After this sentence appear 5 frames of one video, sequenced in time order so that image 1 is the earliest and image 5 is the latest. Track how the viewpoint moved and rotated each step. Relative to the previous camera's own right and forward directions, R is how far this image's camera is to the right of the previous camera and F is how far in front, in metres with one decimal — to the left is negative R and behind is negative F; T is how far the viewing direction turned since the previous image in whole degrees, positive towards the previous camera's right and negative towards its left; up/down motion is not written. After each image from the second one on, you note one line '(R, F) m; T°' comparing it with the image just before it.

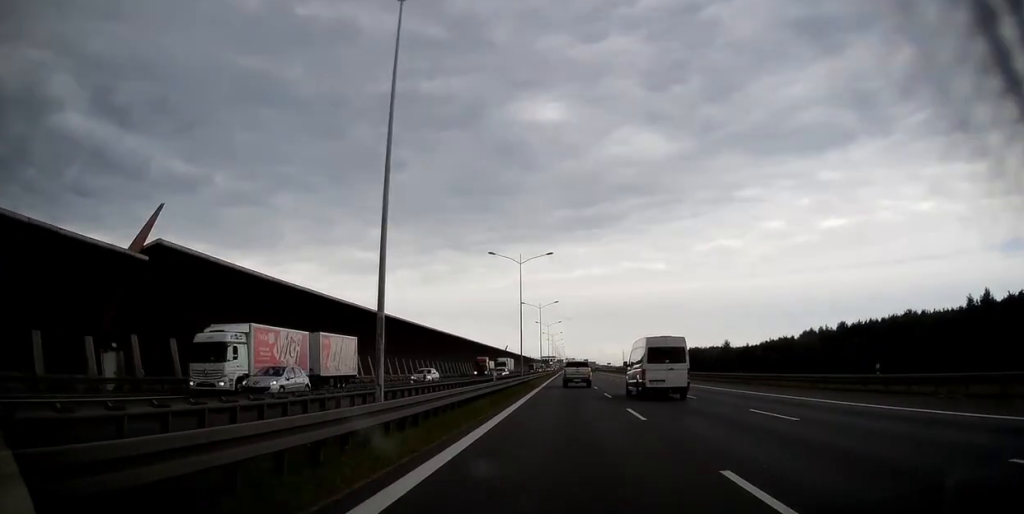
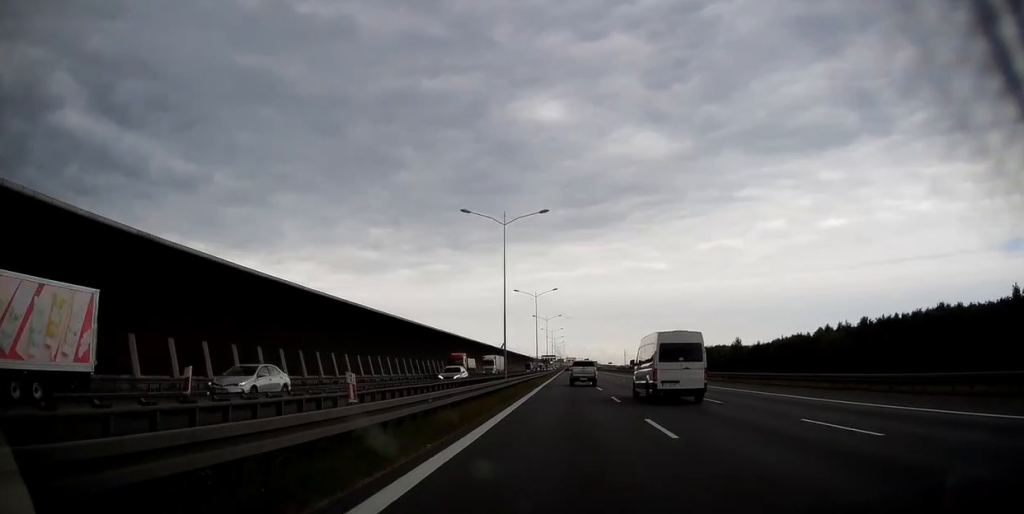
(+0.1, +16.3) m; 0°
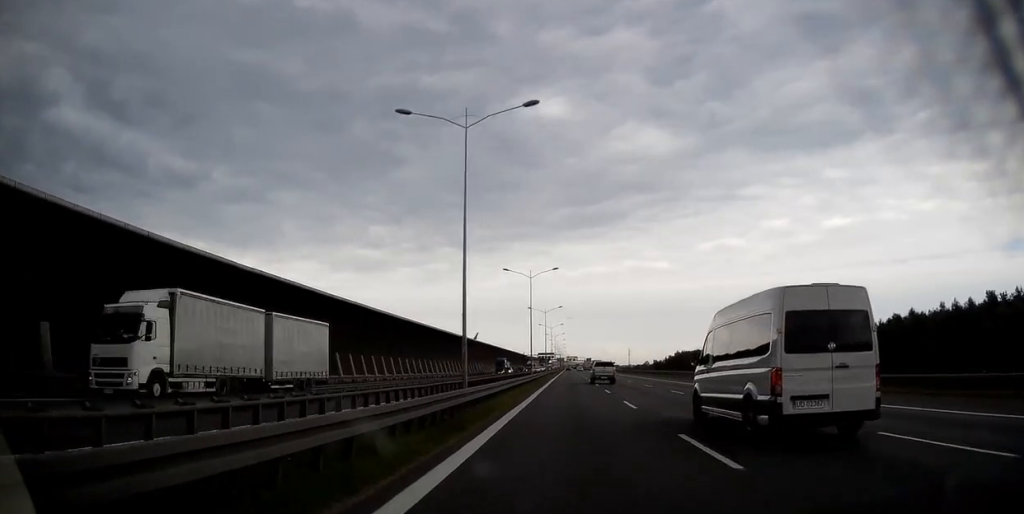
(-0.1, +62.2) m; 0°
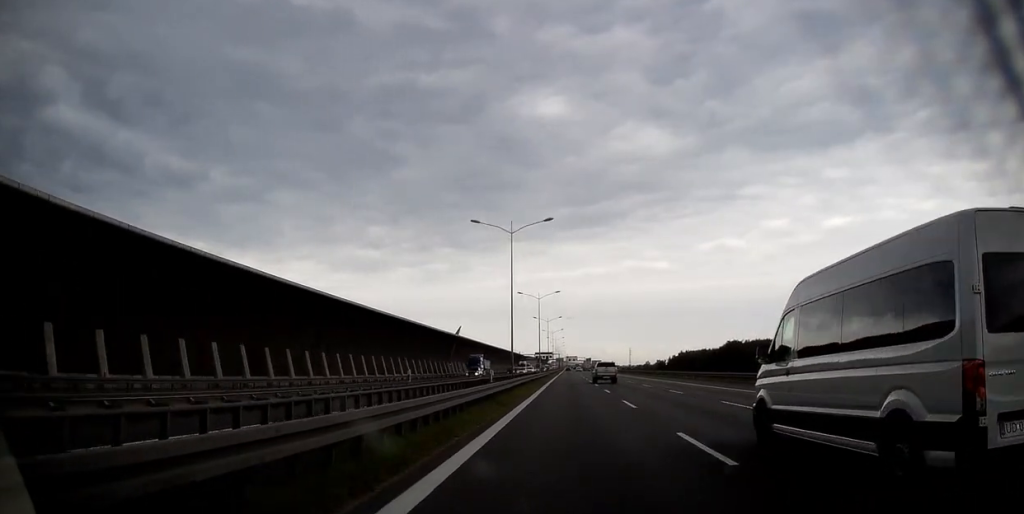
(0.0, +23.7) m; 0°
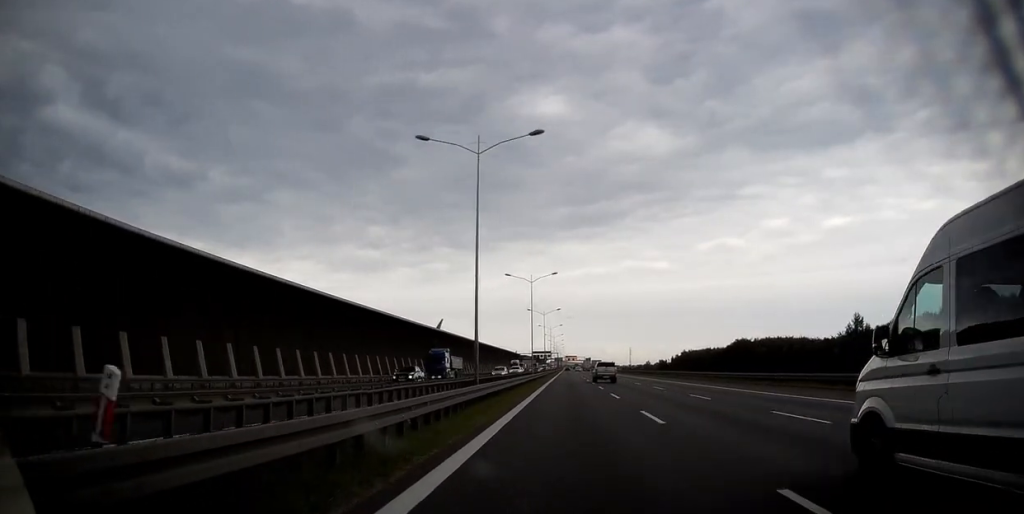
(0.0, +17.8) m; 0°
